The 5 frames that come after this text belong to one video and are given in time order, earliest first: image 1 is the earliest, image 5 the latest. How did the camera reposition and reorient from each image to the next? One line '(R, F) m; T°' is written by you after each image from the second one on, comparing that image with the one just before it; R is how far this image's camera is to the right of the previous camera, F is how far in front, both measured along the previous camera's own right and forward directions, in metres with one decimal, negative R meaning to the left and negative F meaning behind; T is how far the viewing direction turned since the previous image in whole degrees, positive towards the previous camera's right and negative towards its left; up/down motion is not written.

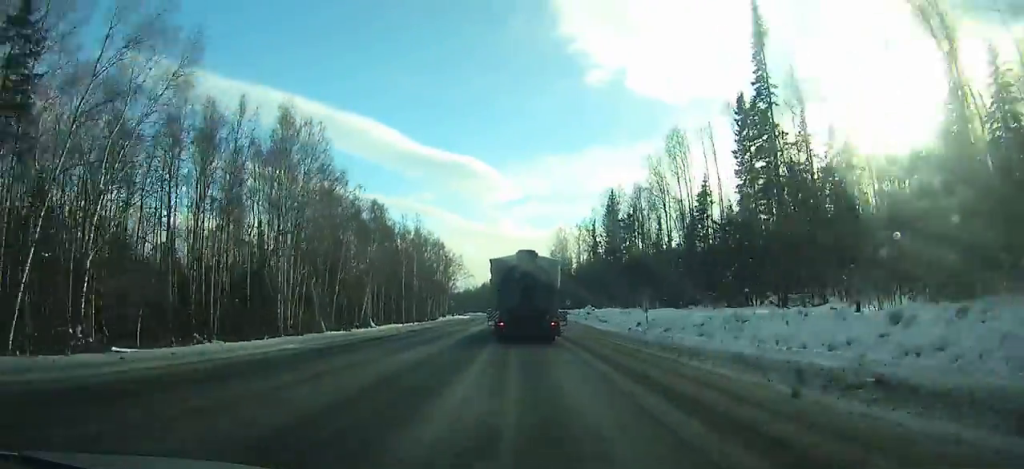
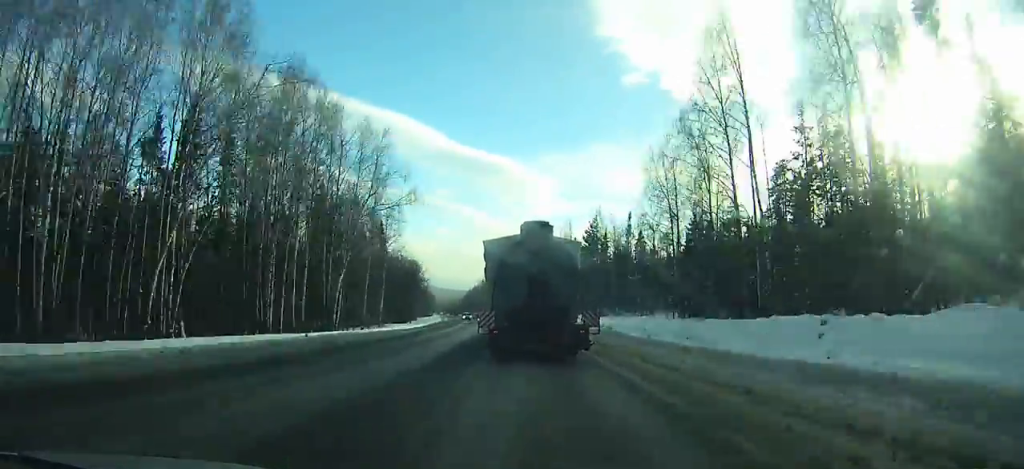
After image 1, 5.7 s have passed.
(-1.6, +109.5) m; -3°
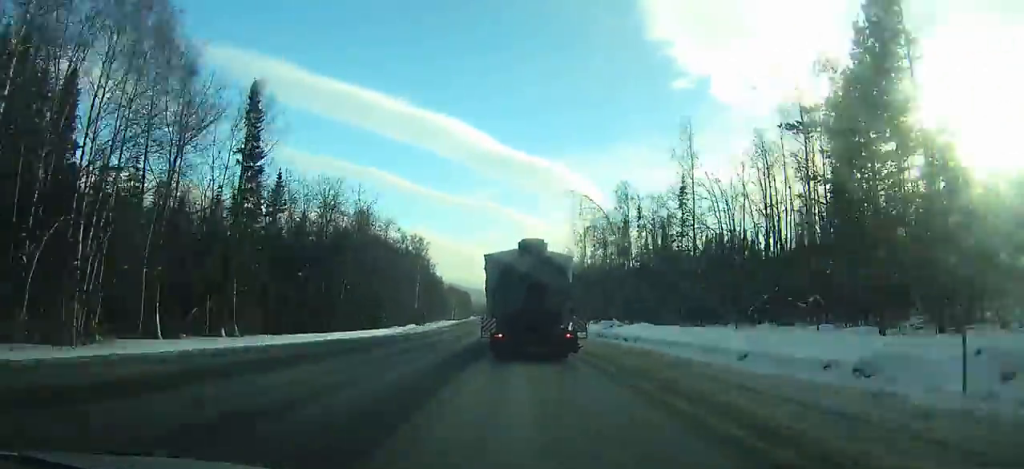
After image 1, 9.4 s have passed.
(-2.4, +68.2) m; -4°
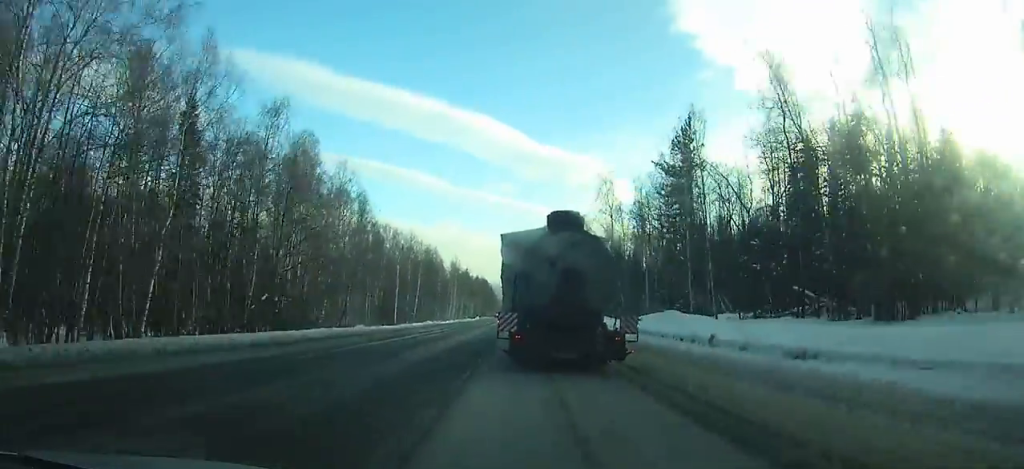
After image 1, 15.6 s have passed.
(-4.1, +110.1) m; -3°
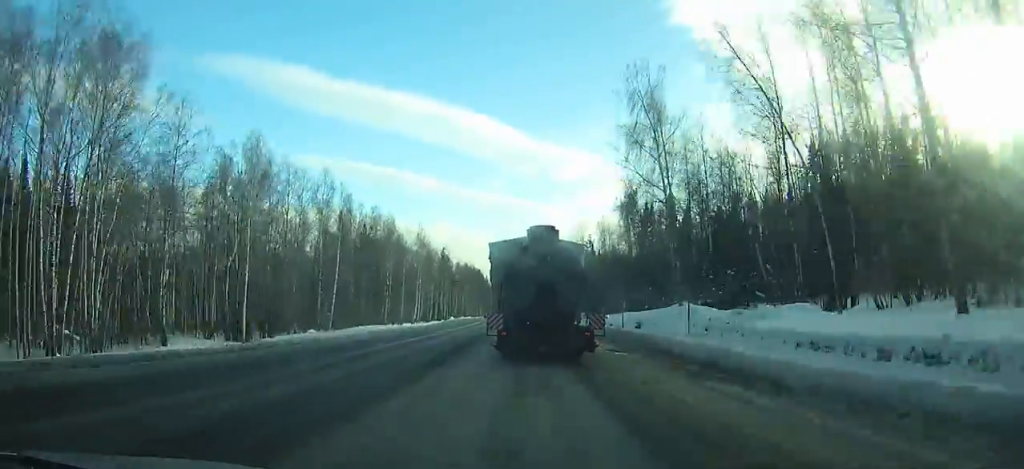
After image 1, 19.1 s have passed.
(+0.1, +60.3) m; 0°
